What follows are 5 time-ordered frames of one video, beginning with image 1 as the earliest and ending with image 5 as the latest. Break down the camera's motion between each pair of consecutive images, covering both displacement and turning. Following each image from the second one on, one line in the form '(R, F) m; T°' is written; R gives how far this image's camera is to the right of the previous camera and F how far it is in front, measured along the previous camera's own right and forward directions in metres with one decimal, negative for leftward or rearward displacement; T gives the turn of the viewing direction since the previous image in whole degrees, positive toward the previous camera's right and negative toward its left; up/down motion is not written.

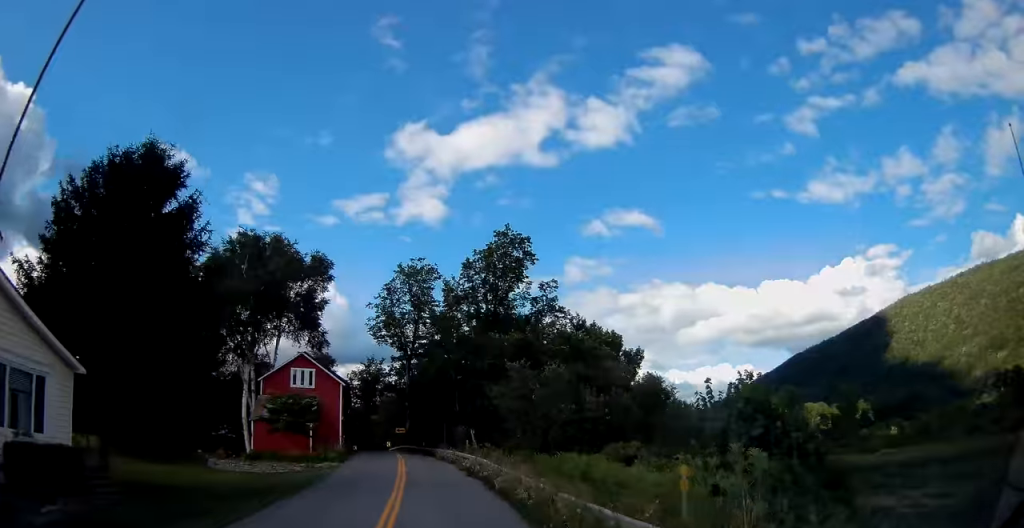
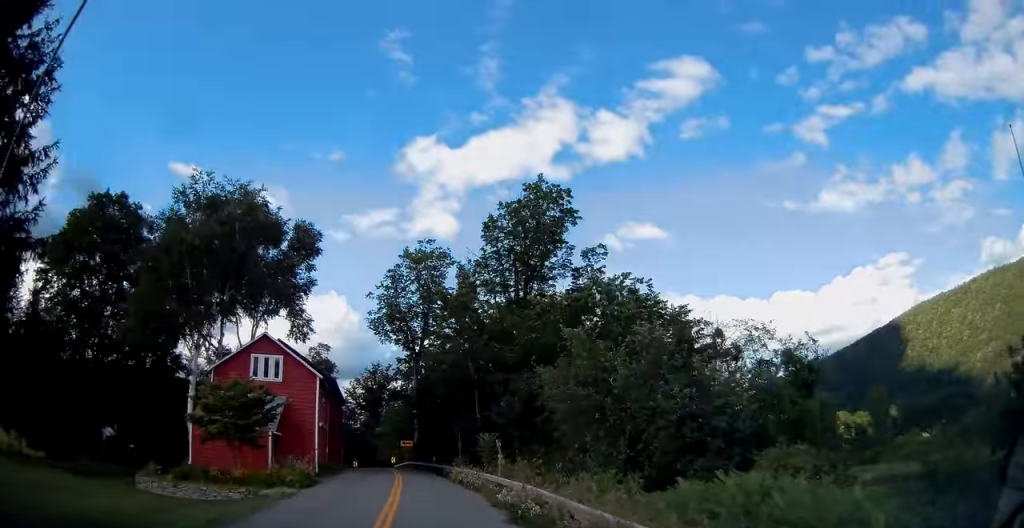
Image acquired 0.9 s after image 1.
(0.0, +11.8) m; -2°
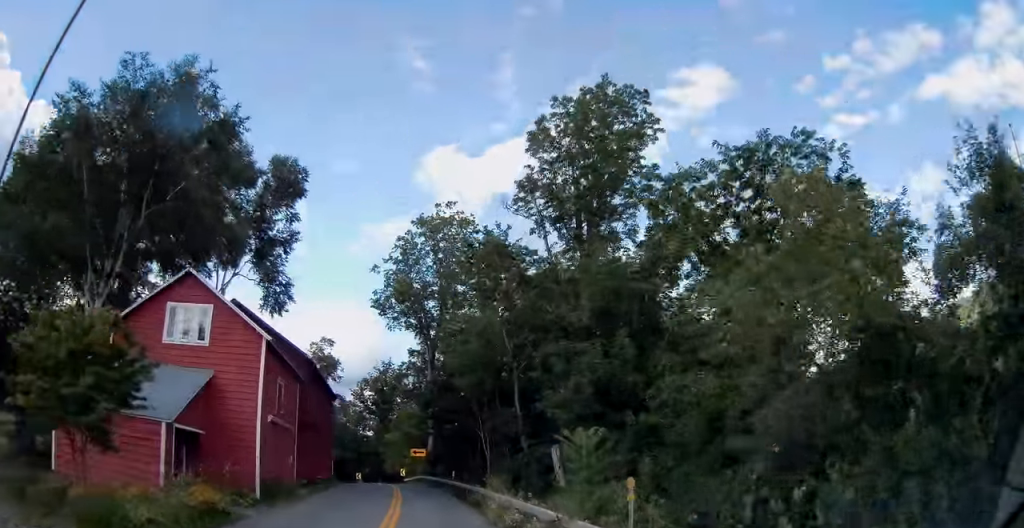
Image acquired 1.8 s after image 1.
(-0.3, +12.2) m; -3°
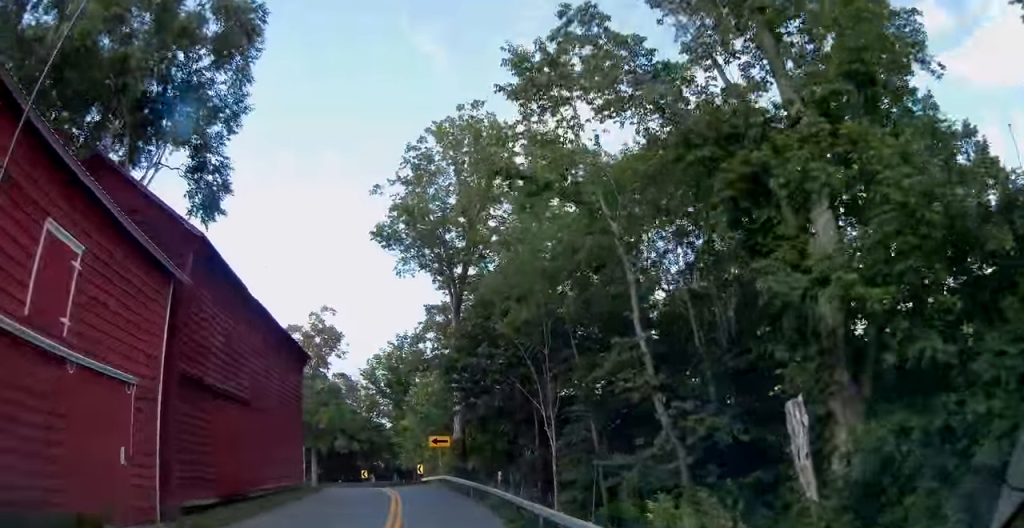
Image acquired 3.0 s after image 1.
(-0.6, +14.4) m; -4°
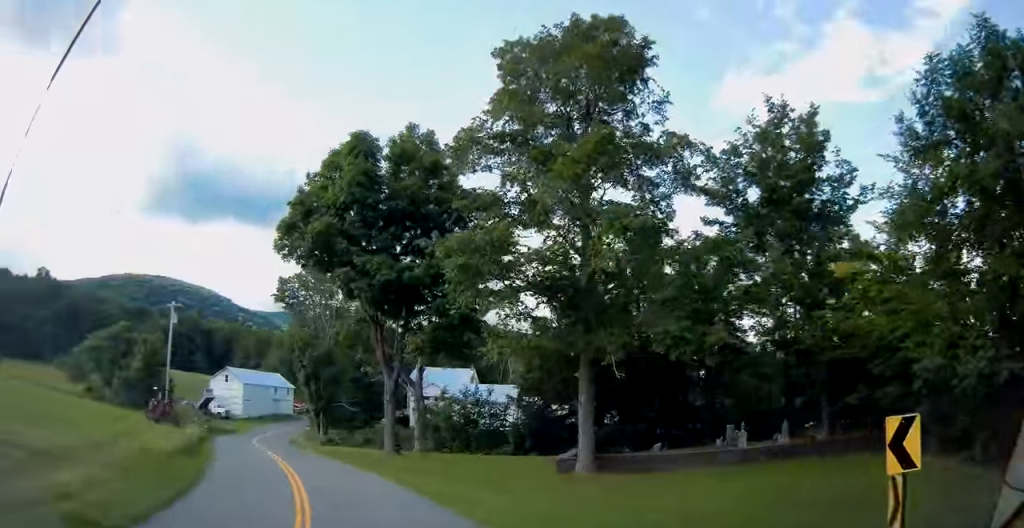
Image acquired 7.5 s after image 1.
(-8.6, +42.2) m; -33°
